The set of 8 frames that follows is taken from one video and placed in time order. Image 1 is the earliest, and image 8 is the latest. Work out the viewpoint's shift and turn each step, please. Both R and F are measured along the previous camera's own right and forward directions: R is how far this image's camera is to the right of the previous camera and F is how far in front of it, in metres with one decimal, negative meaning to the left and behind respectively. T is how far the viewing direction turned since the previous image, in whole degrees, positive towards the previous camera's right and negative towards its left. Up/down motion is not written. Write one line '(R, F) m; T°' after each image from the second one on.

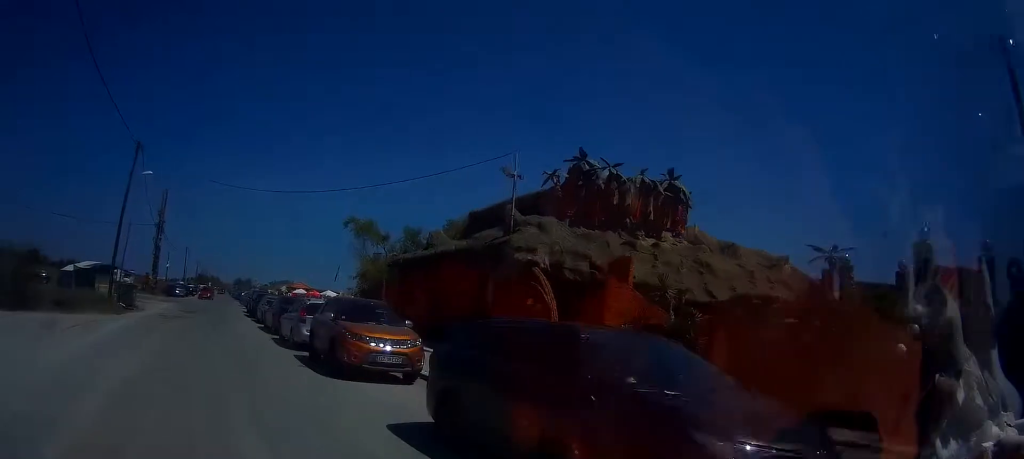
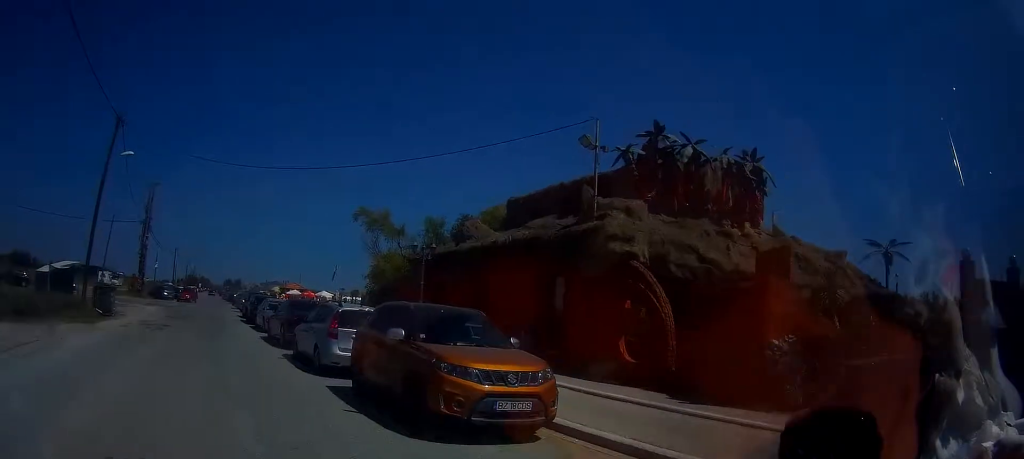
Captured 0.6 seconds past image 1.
(-0.1, +4.6) m; +1°
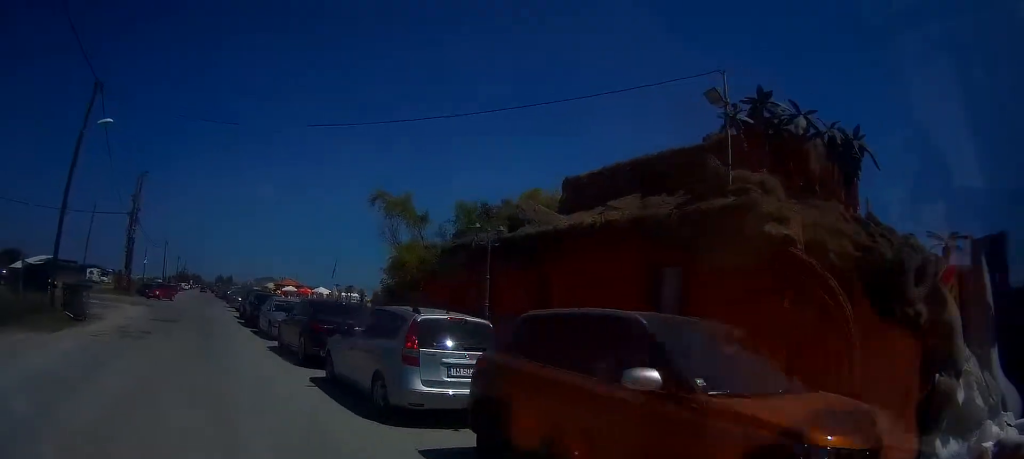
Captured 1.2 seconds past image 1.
(+0.1, +4.5) m; +1°
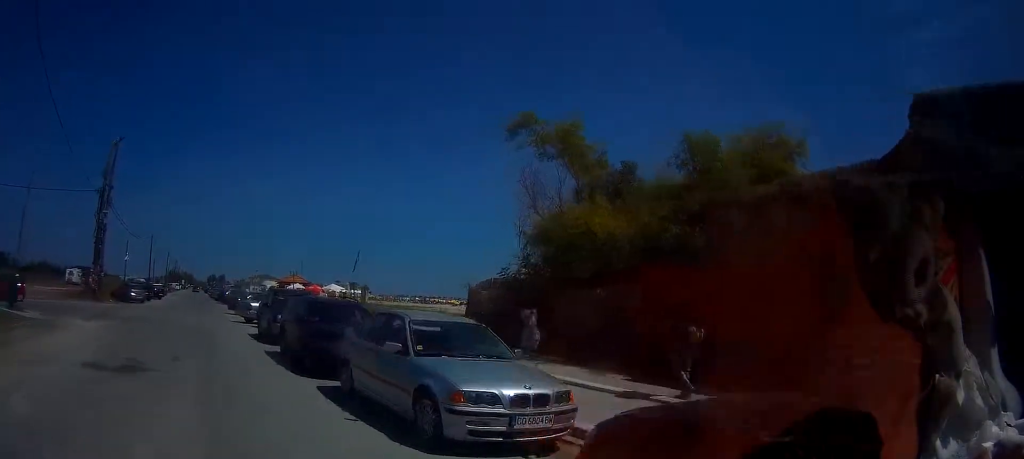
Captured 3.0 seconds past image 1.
(+0.2, +13.4) m; +2°
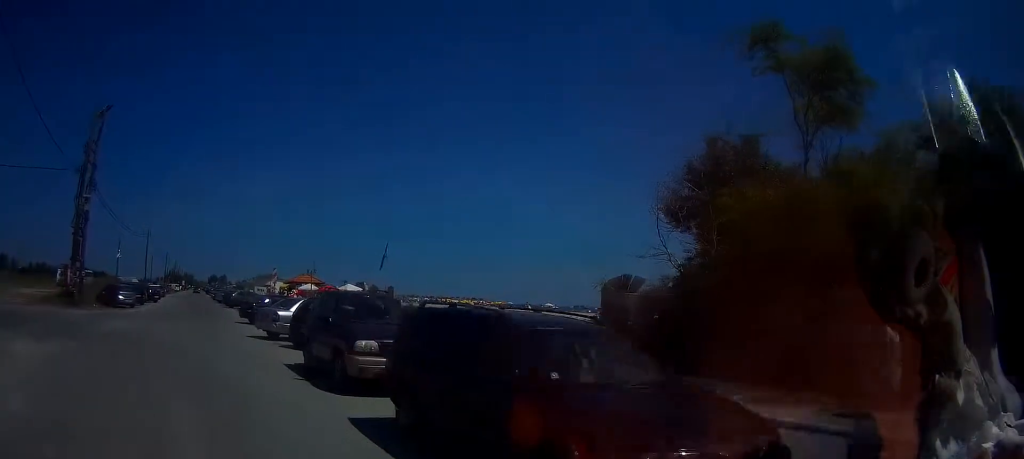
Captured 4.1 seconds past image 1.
(+0.2, +7.9) m; +2°
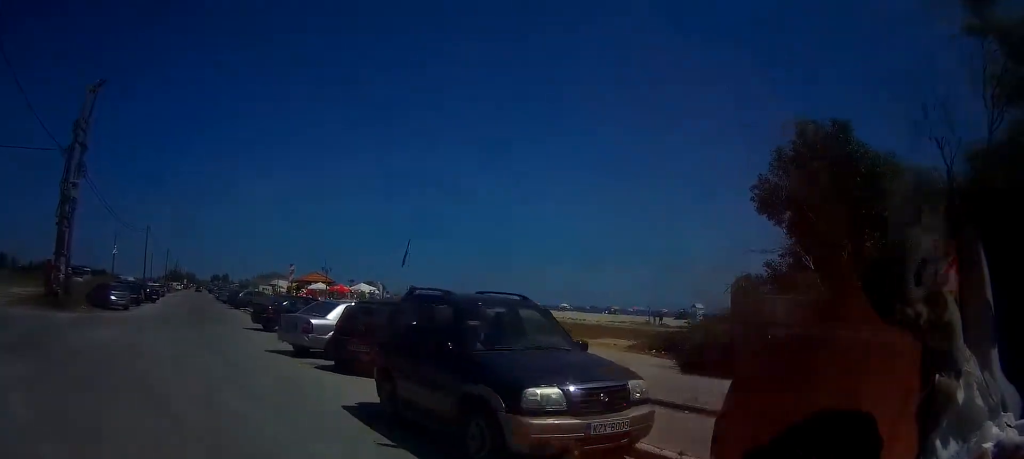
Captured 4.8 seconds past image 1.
(+0.2, +4.7) m; -1°
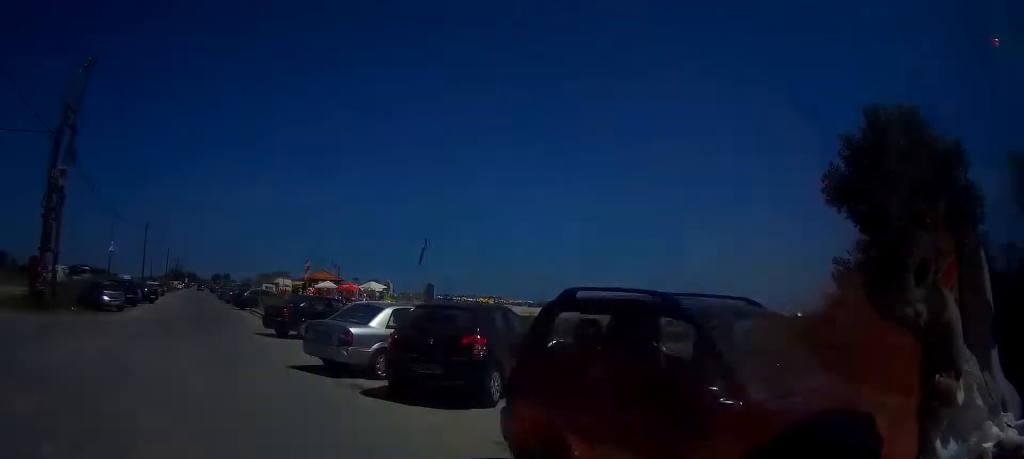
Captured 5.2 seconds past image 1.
(-0.2, +3.3) m; -1°
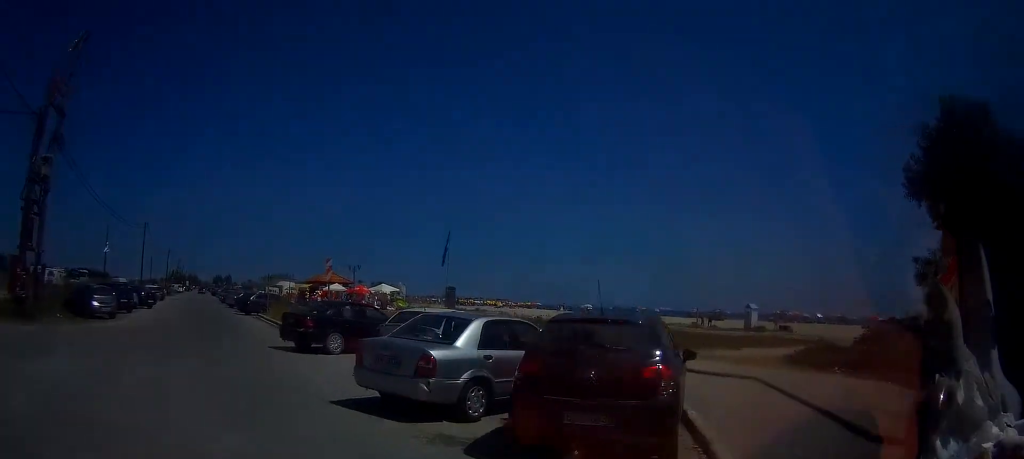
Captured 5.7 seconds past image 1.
(-0.1, +3.5) m; -1°
